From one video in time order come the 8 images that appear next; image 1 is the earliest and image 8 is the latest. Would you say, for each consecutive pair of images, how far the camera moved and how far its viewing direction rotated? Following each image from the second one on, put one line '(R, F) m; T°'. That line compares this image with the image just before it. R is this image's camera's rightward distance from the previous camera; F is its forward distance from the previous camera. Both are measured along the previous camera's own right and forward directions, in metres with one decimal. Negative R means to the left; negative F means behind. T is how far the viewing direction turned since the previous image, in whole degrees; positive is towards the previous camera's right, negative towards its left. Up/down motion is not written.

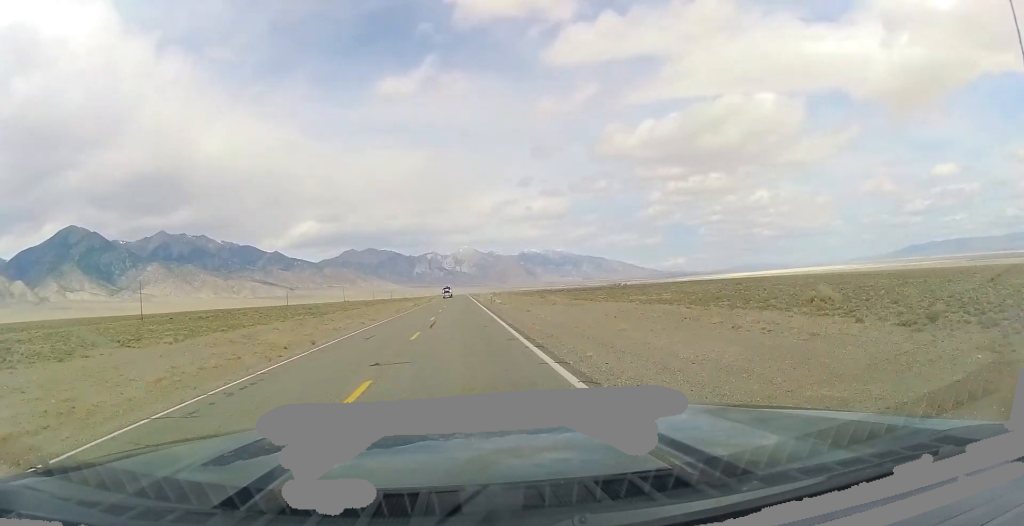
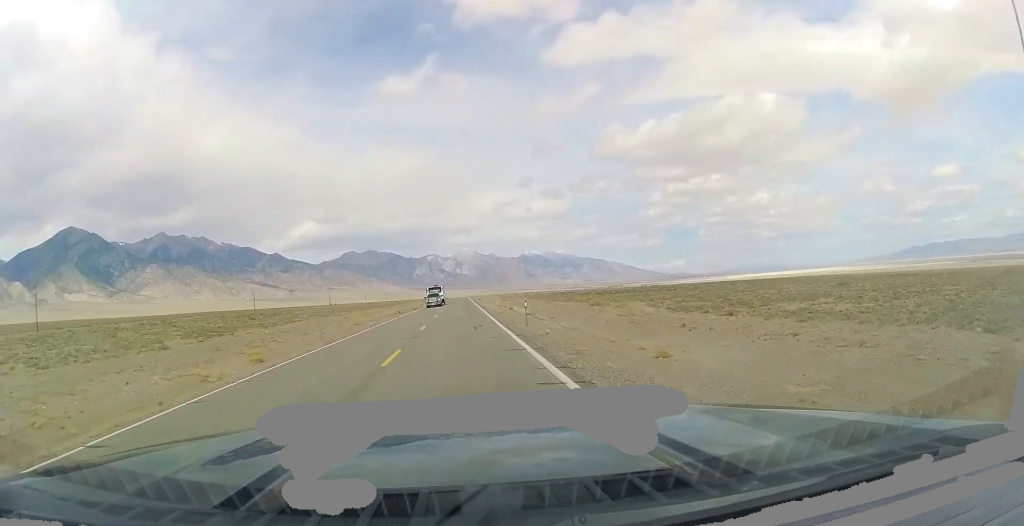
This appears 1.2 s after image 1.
(0.0, +30.9) m; 0°
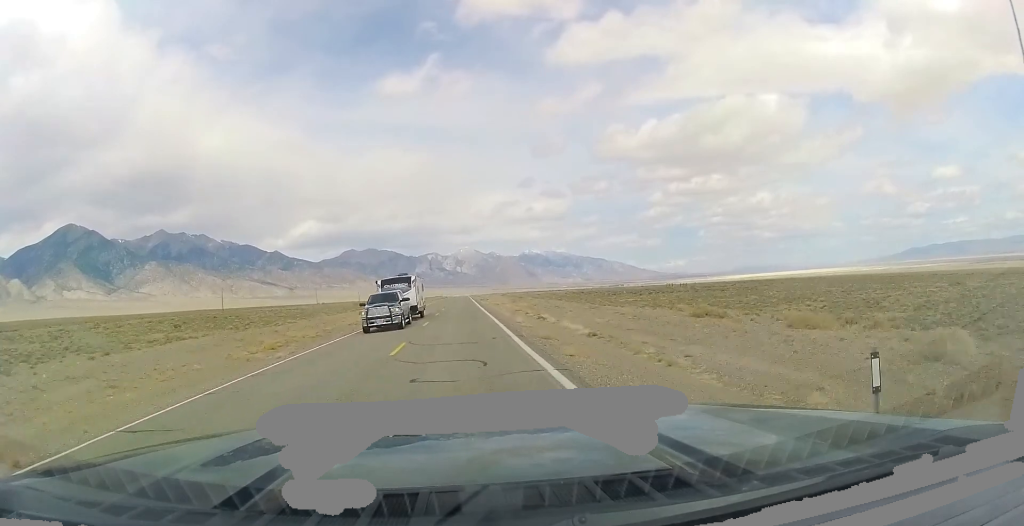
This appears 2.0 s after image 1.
(0.0, +22.4) m; 0°
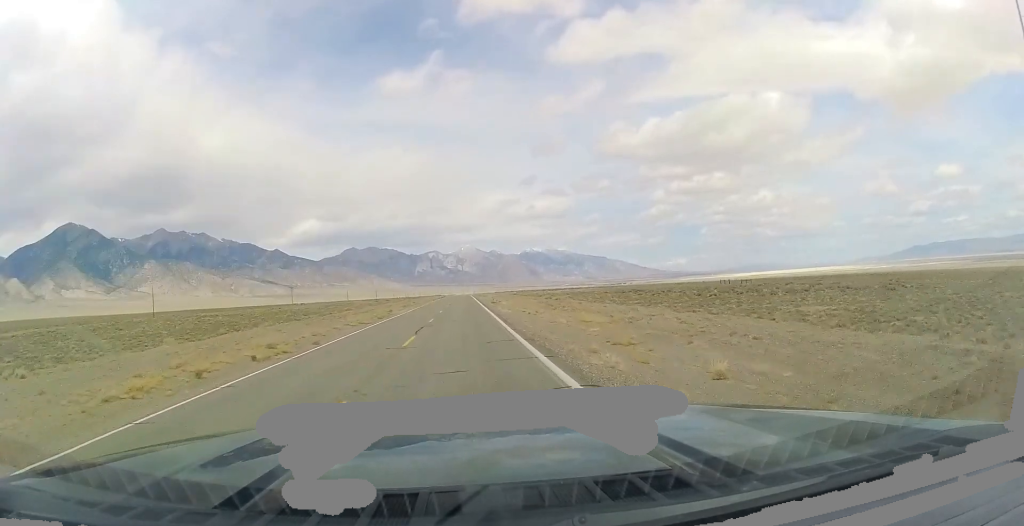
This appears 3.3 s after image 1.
(0.0, +34.3) m; 0°
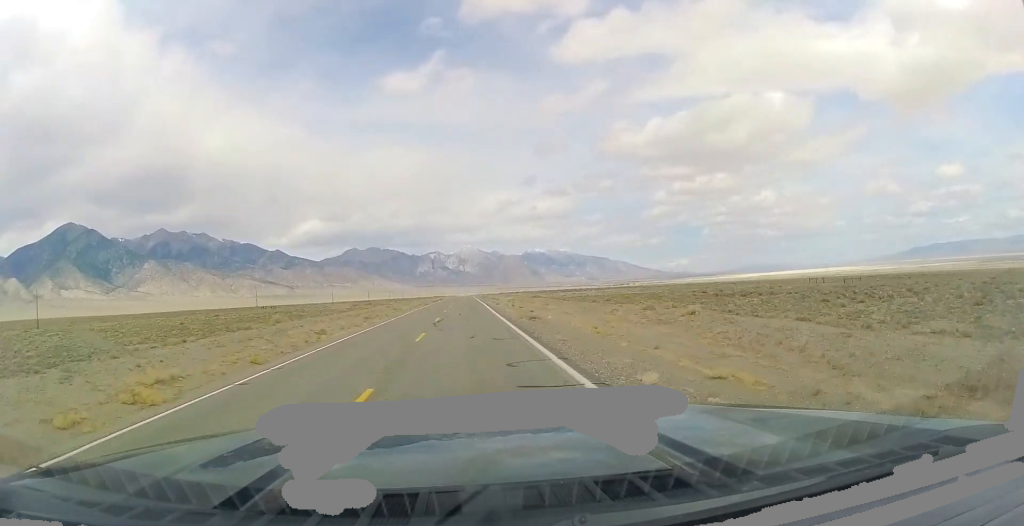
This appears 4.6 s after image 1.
(0.0, +35.6) m; 0°
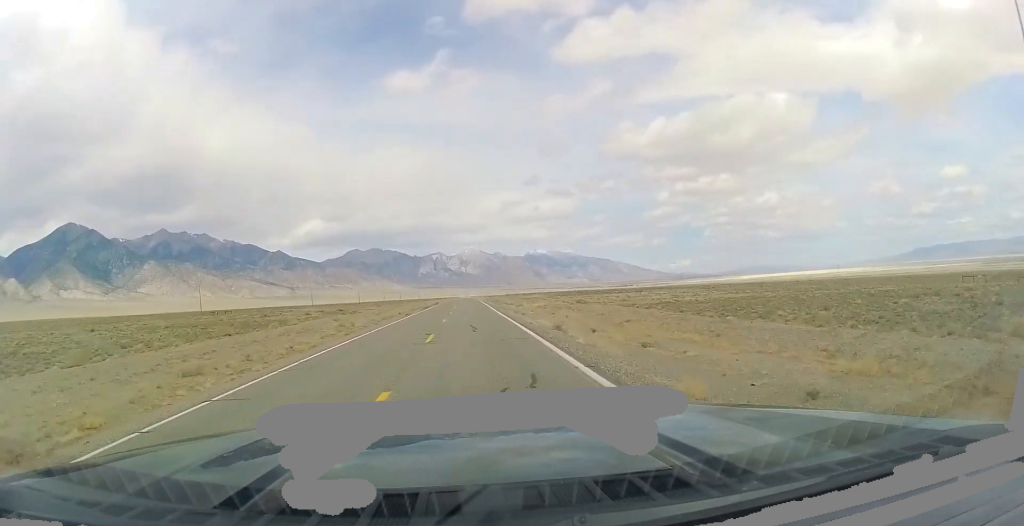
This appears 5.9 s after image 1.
(0.0, +37.0) m; 0°
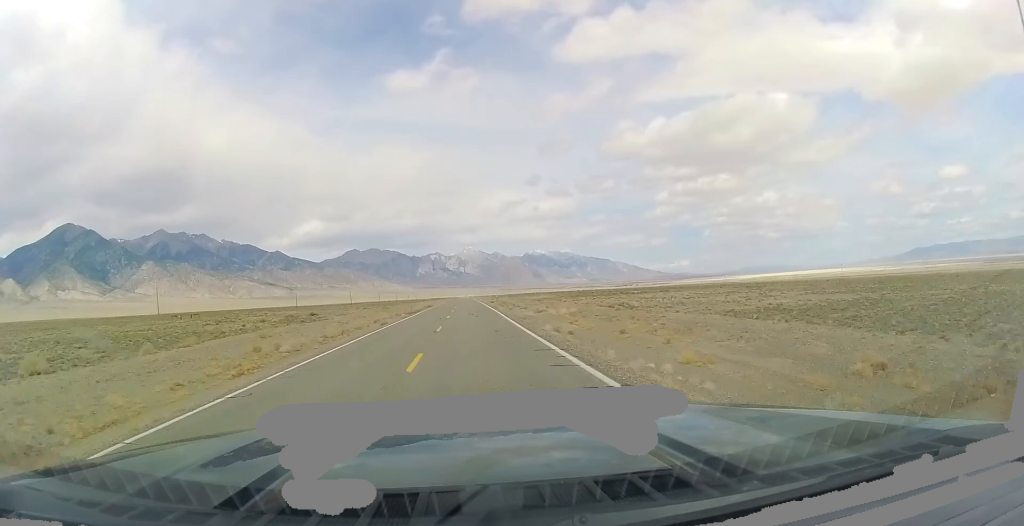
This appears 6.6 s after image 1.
(-0.1, +18.6) m; 0°
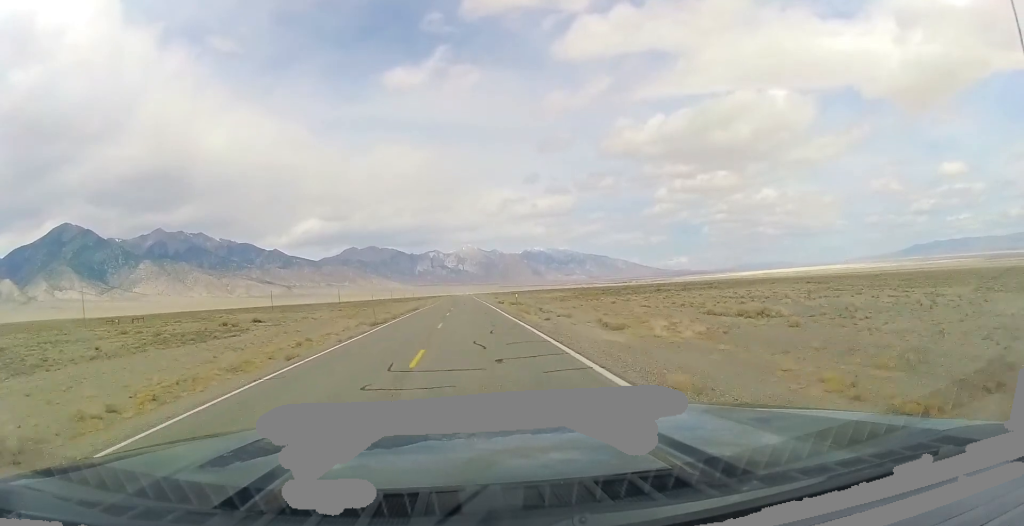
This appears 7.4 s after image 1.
(+0.4, +24.3) m; 0°
